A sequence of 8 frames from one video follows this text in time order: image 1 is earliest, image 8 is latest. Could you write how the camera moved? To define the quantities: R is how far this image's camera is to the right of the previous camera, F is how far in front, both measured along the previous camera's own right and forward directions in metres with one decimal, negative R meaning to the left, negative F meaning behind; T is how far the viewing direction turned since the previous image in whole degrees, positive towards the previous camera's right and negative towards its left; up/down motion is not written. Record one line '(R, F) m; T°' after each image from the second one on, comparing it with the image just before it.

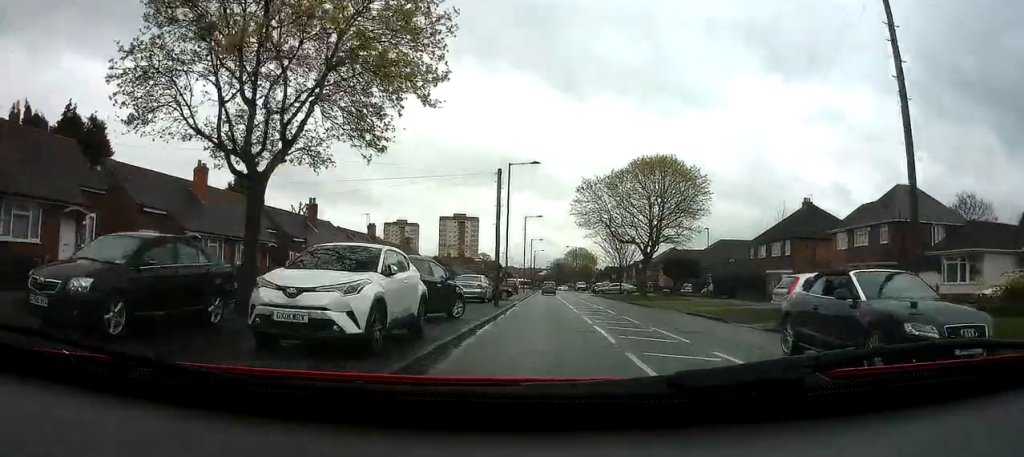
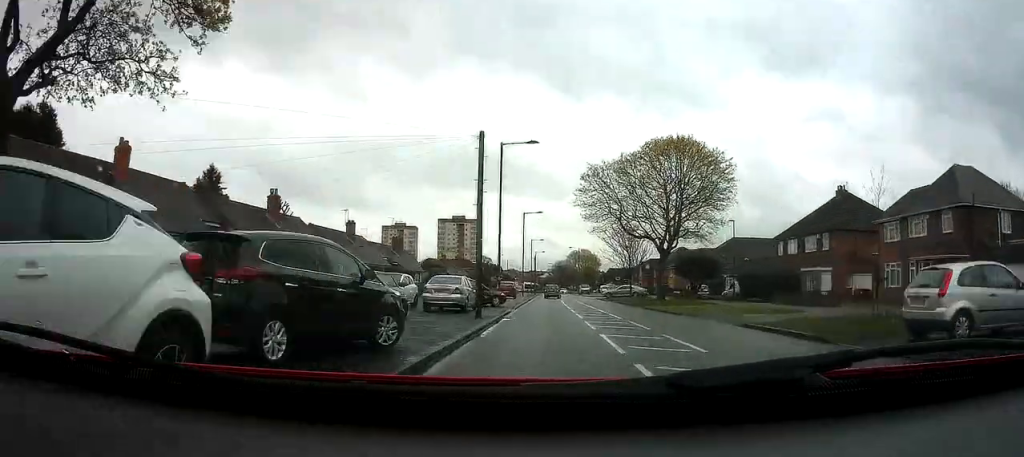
(+0.1, +7.2) m; -2°
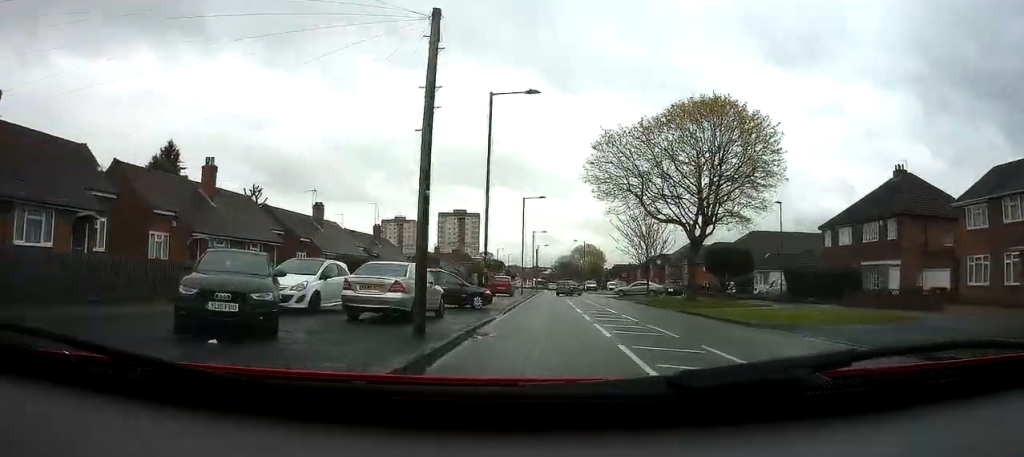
(-0.4, +9.0) m; 0°
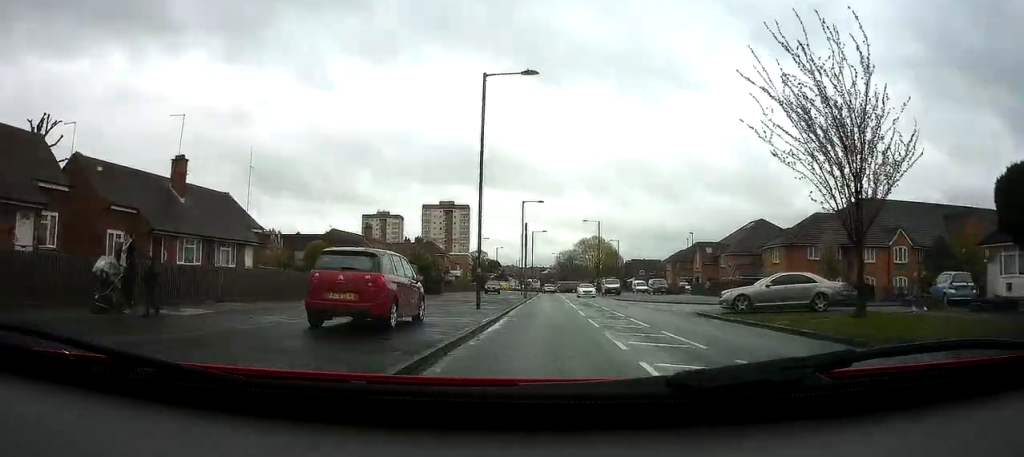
(+1.6, +36.0) m; +2°
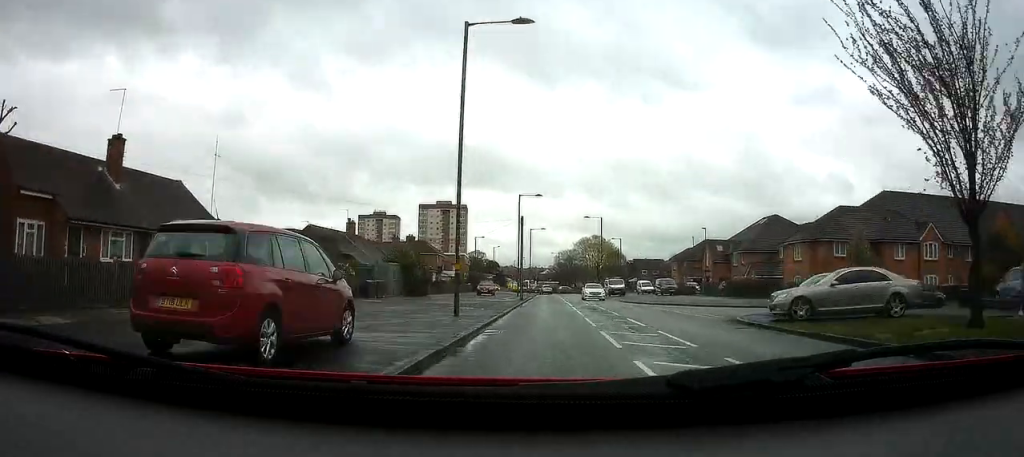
(+0.1, +5.2) m; -1°
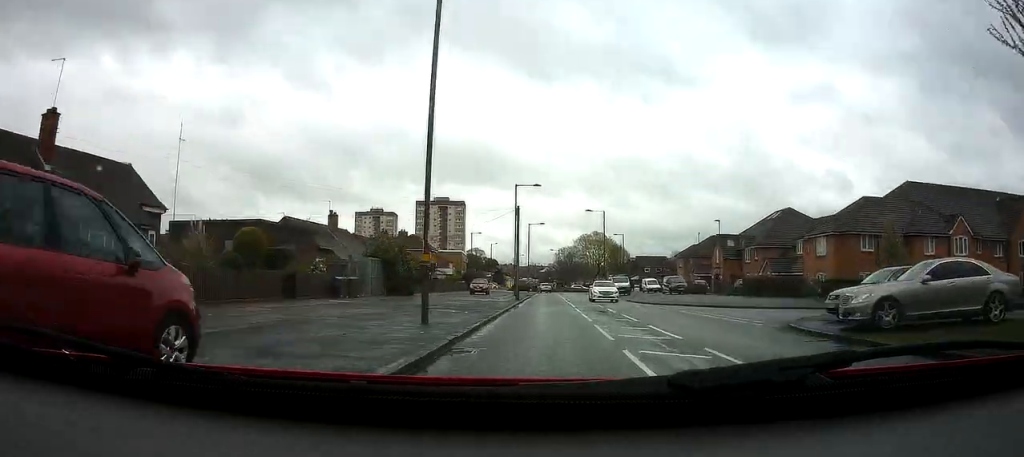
(-0.2, +4.5) m; 0°
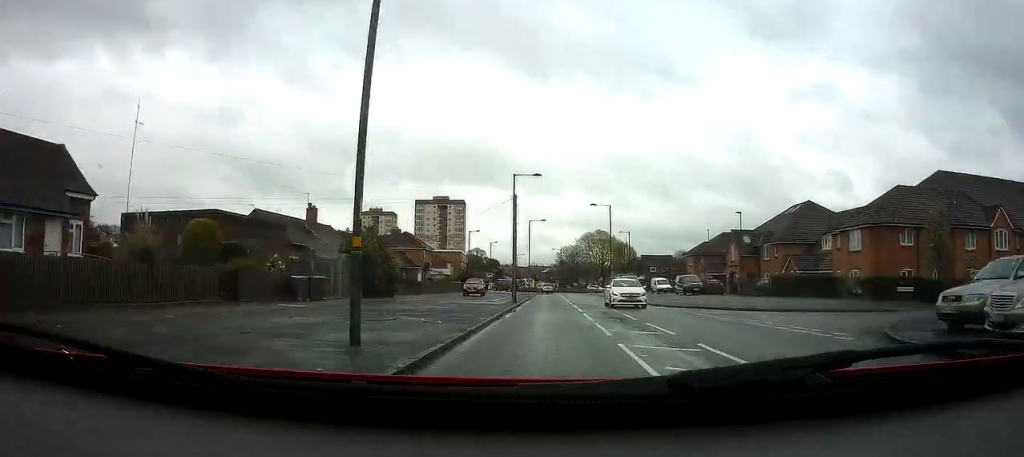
(-0.2, +5.1) m; 0°
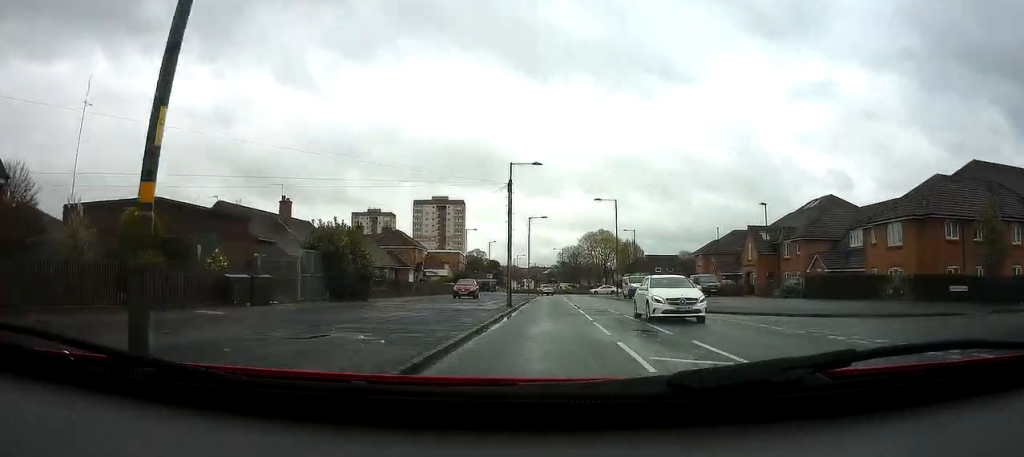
(+0.2, +5.0) m; +3°
